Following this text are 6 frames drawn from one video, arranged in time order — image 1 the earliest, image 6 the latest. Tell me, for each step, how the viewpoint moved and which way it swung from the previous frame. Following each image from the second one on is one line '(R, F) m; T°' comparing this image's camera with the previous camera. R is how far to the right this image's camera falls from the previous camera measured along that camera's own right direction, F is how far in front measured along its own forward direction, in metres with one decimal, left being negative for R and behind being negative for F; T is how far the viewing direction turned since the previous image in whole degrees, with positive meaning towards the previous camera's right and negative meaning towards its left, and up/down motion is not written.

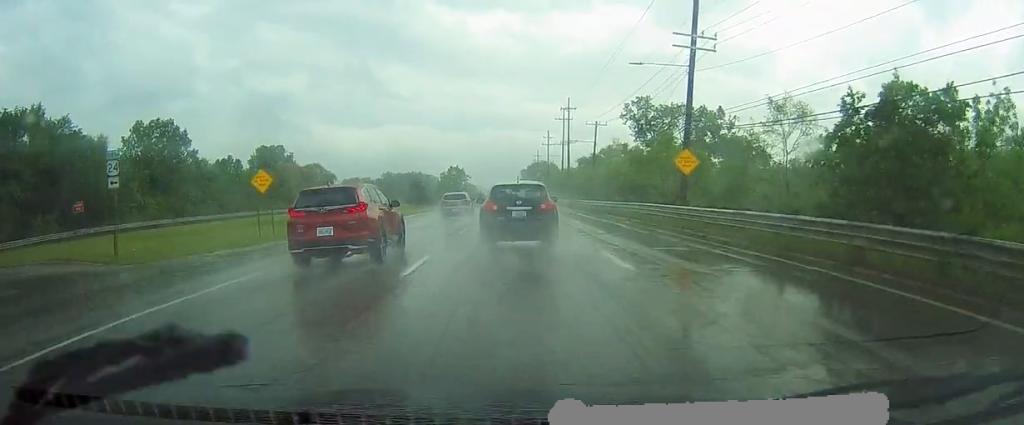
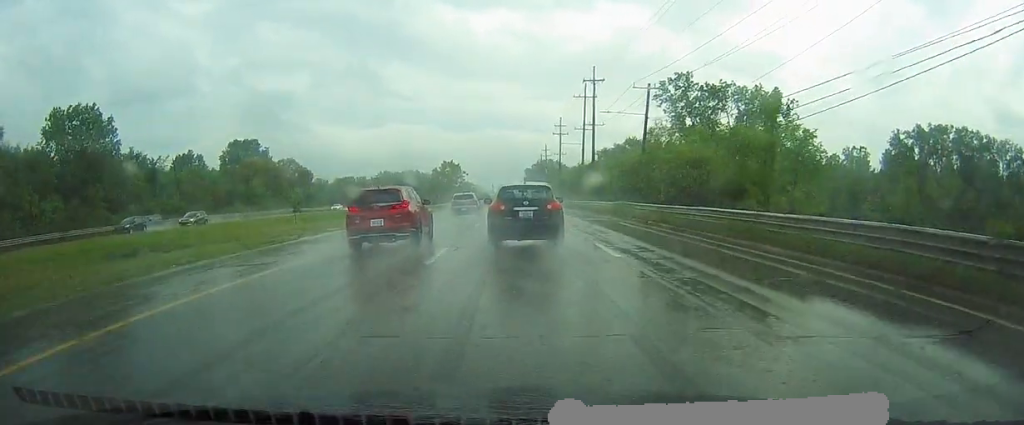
(0.0, +28.0) m; -1°
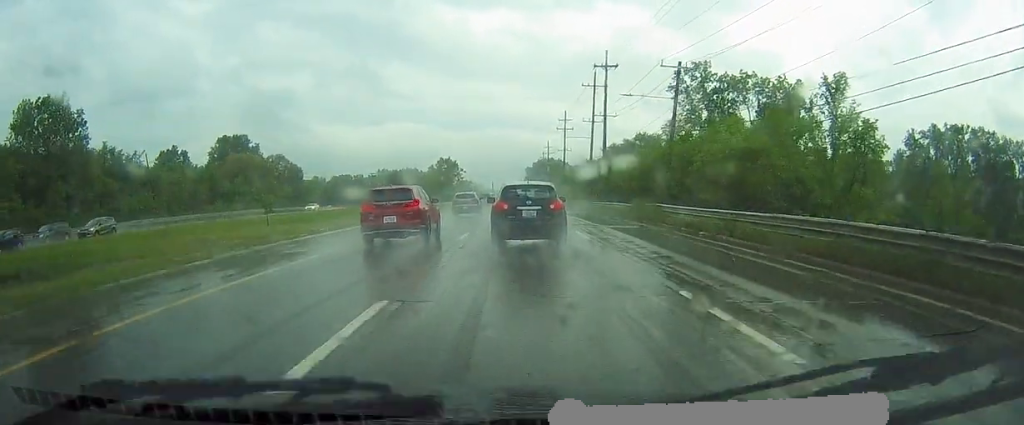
(0.0, +9.0) m; 0°
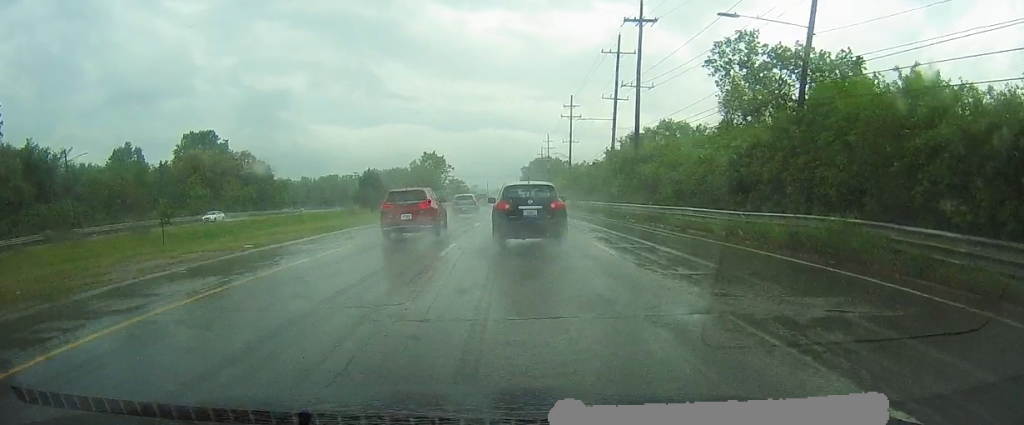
(-0.1, +20.7) m; +1°
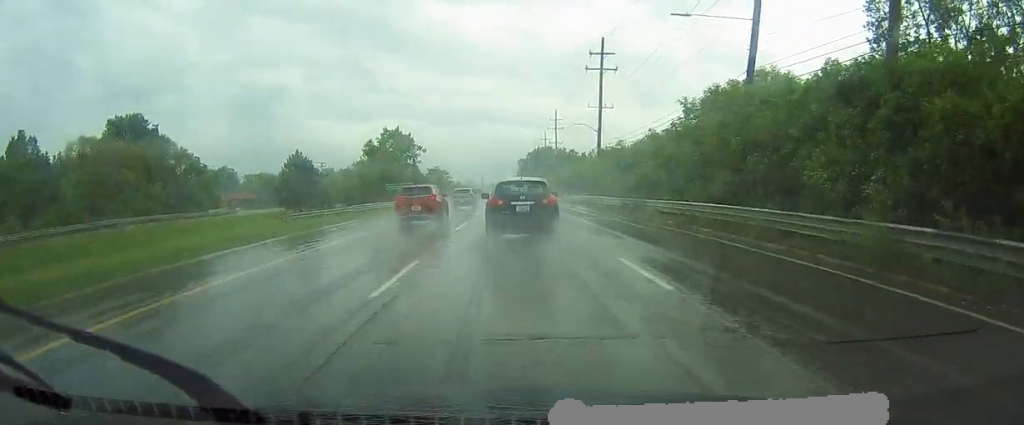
(+0.2, +37.3) m; -1°
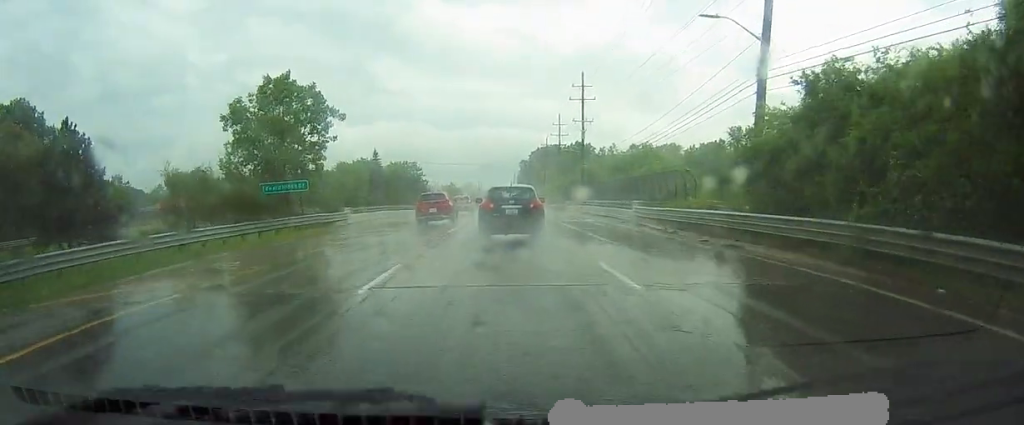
(+0.9, +44.5) m; +1°
